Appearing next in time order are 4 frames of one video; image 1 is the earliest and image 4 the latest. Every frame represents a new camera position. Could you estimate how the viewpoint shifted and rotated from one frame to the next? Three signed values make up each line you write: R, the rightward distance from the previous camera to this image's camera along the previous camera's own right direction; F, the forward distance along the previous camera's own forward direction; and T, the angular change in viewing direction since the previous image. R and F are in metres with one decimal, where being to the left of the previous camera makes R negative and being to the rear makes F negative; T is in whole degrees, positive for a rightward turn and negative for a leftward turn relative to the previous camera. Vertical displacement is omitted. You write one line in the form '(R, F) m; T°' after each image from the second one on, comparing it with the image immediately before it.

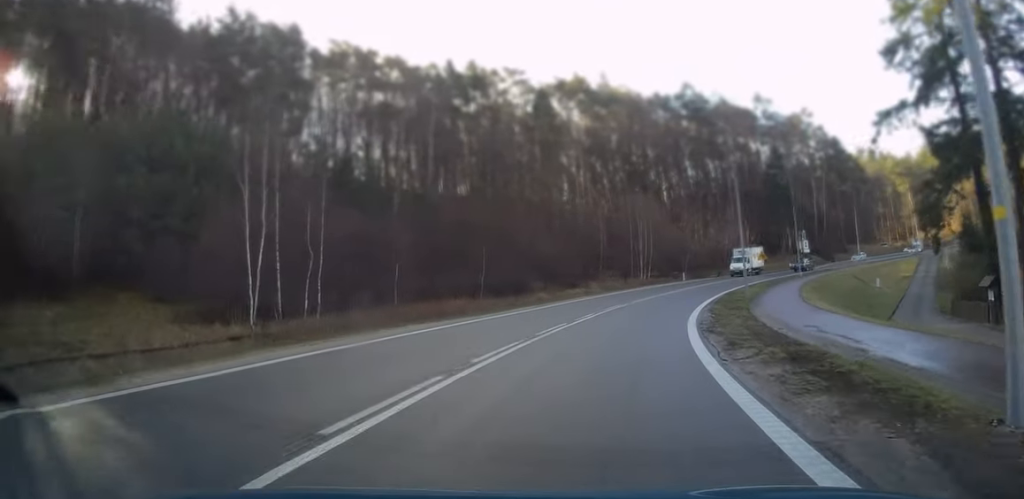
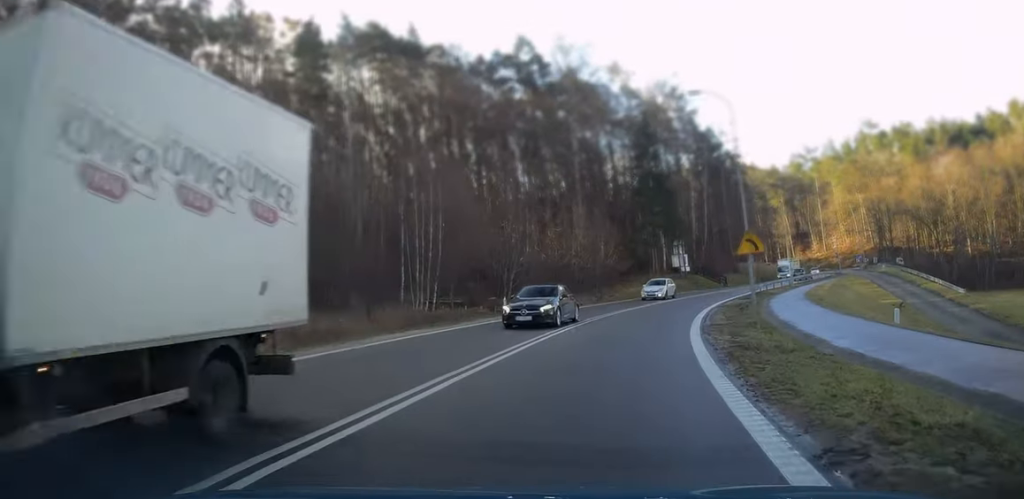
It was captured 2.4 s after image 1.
(+4.5, +36.9) m; +15°
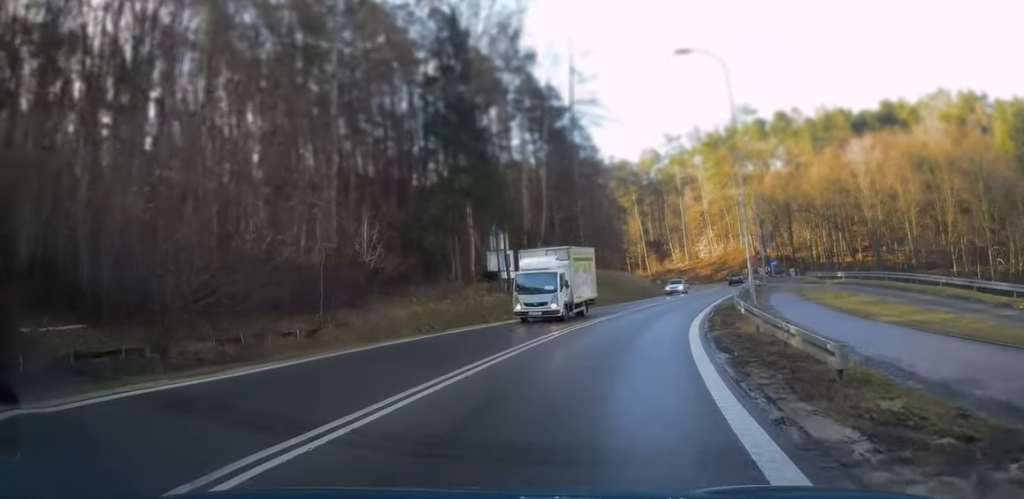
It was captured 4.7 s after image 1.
(+4.5, +35.0) m; +15°
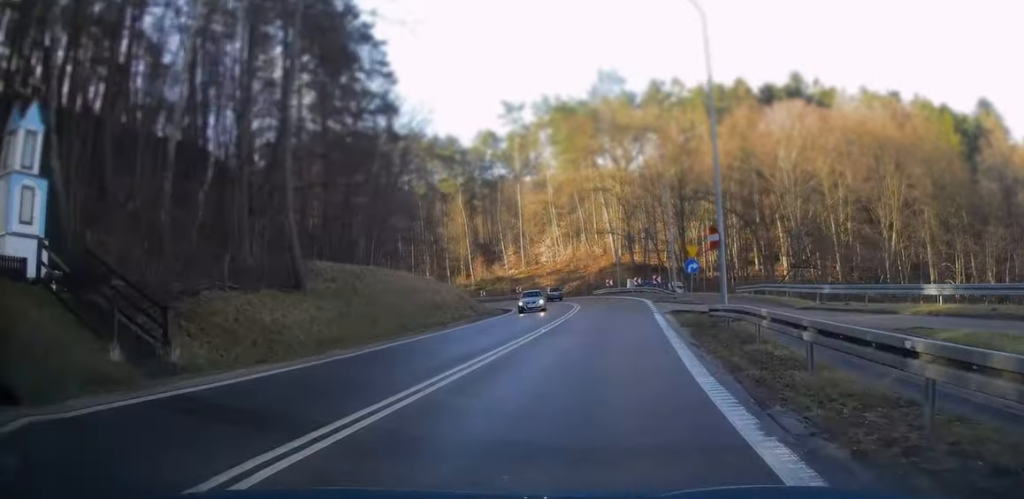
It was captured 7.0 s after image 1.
(+4.6, +35.0) m; +14°
